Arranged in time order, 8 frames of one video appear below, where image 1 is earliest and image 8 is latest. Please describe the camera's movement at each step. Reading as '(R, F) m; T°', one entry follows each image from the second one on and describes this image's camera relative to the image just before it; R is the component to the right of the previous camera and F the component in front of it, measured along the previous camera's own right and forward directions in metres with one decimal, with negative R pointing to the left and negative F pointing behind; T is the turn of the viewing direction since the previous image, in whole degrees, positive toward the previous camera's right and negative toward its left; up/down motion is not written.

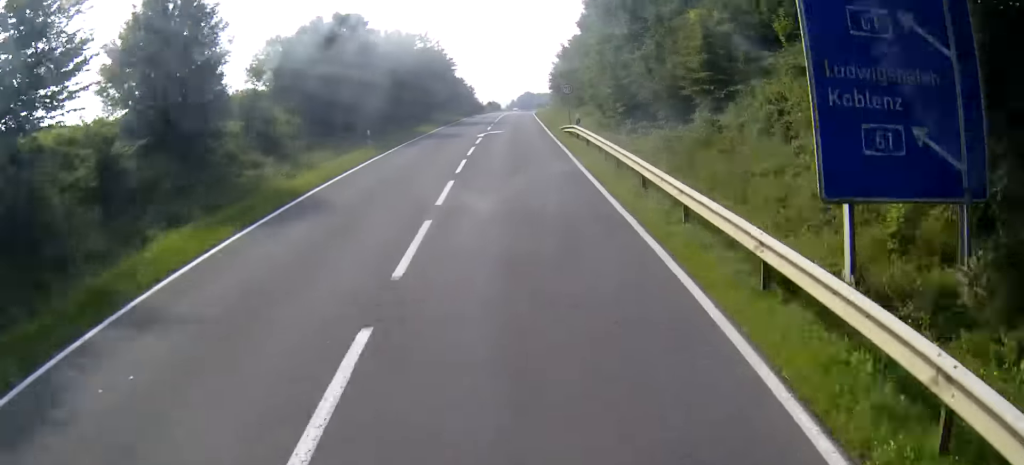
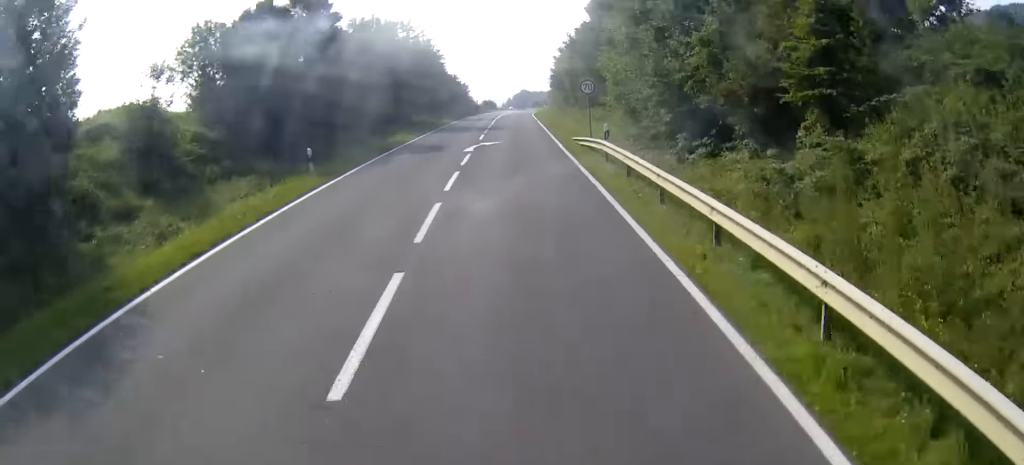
(+0.1, +10.3) m; 0°
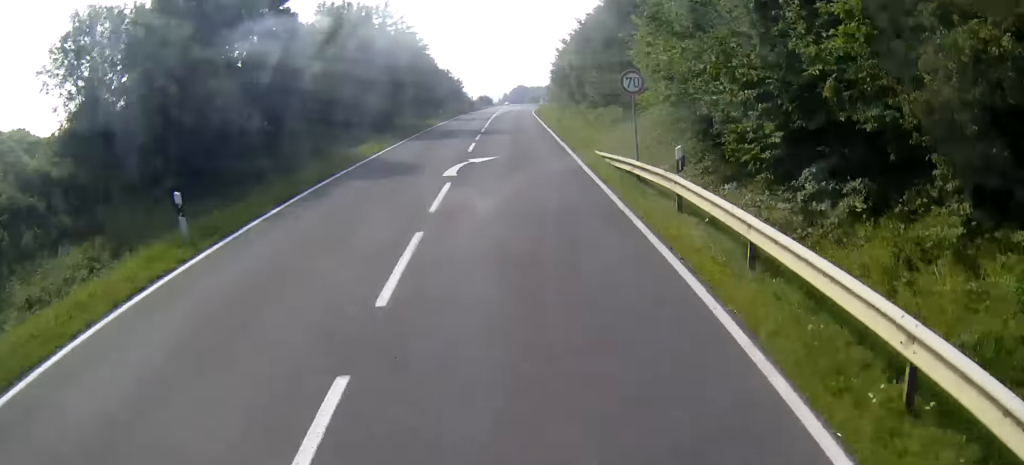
(0.0, +9.6) m; 0°
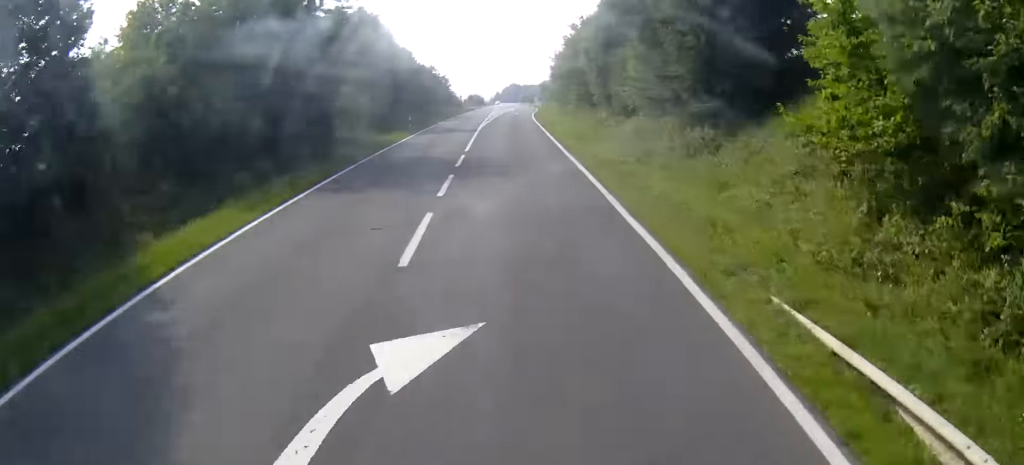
(0.0, +17.4) m; 0°
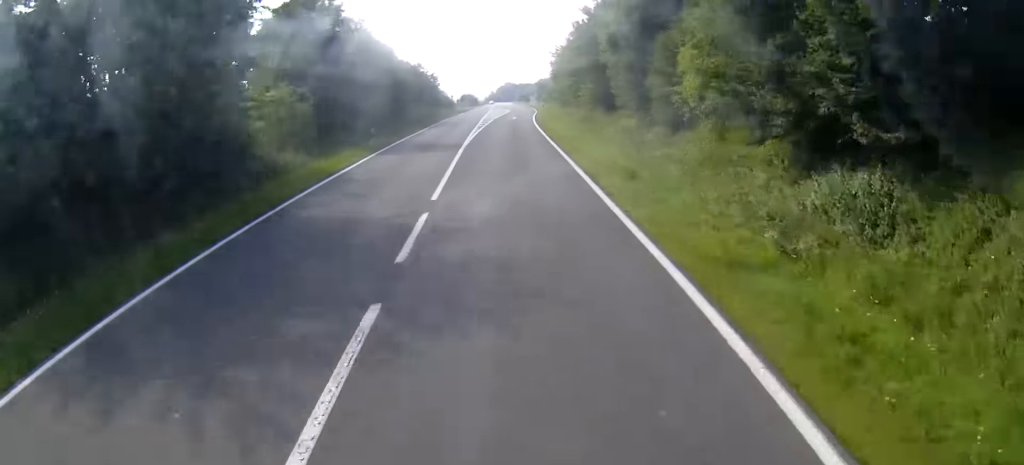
(+0.1, +11.9) m; 0°
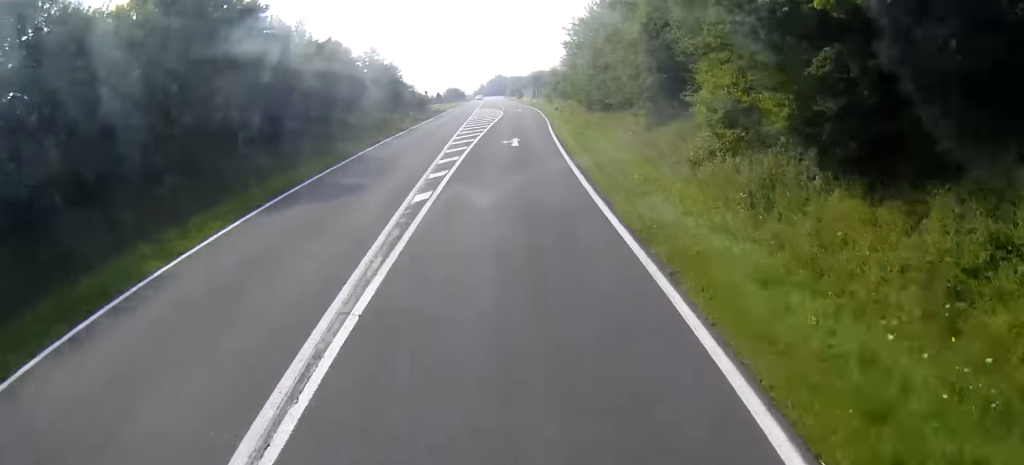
(+0.1, +35.0) m; 0°
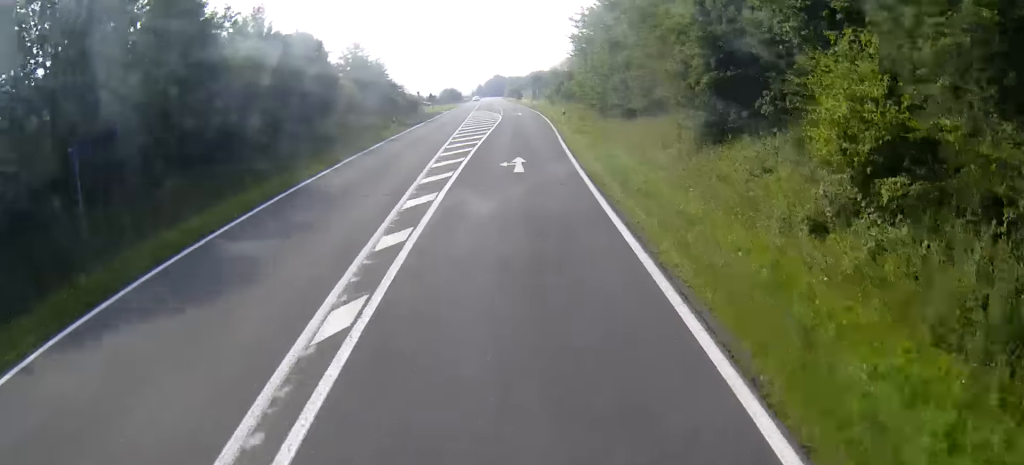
(0.0, +9.0) m; 0°
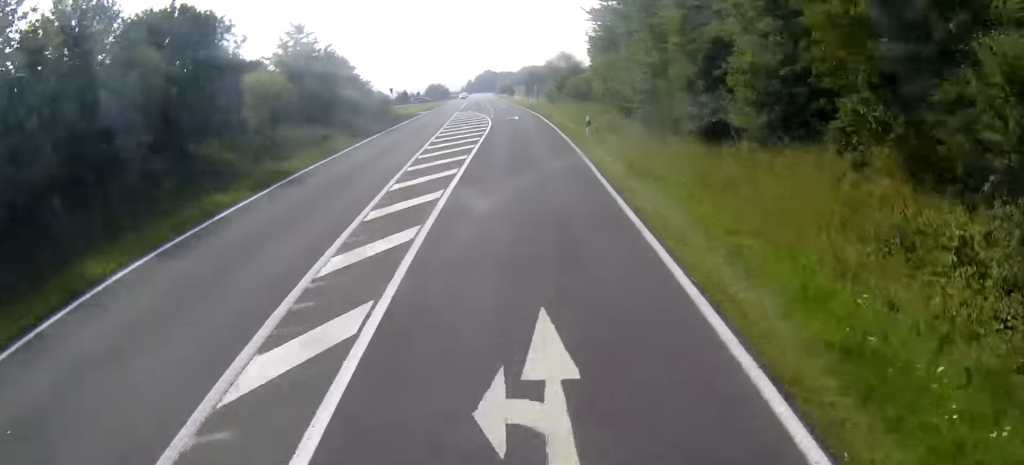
(+0.1, +17.7) m; +1°
